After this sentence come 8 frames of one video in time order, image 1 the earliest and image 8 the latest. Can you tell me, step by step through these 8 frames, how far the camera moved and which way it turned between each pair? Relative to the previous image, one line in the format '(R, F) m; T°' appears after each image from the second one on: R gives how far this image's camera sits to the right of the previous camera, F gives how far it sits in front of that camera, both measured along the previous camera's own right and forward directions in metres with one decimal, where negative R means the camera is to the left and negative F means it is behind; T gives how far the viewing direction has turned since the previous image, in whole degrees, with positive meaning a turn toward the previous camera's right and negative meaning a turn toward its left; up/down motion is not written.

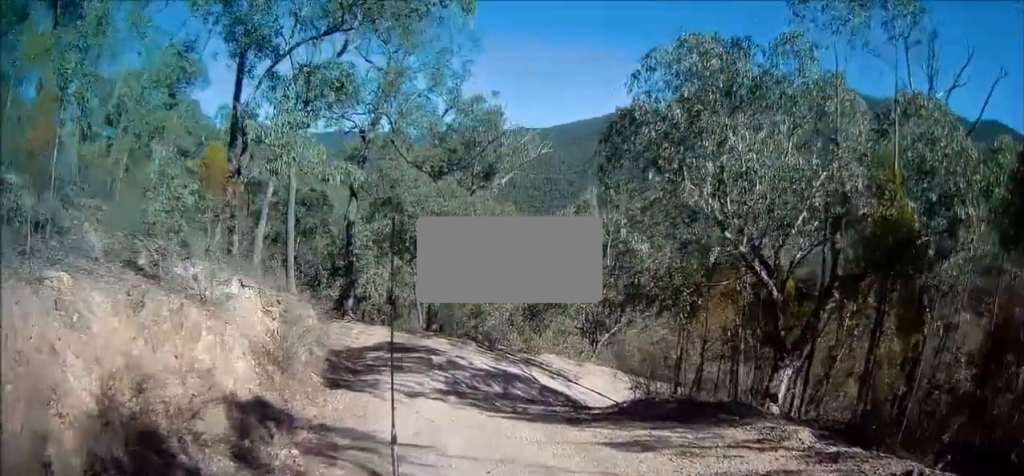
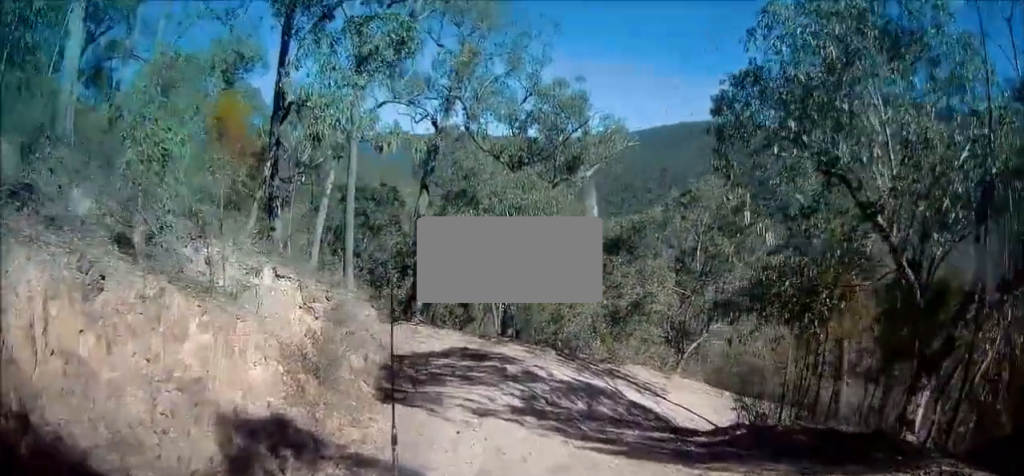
(-0.3, +2.0) m; -6°
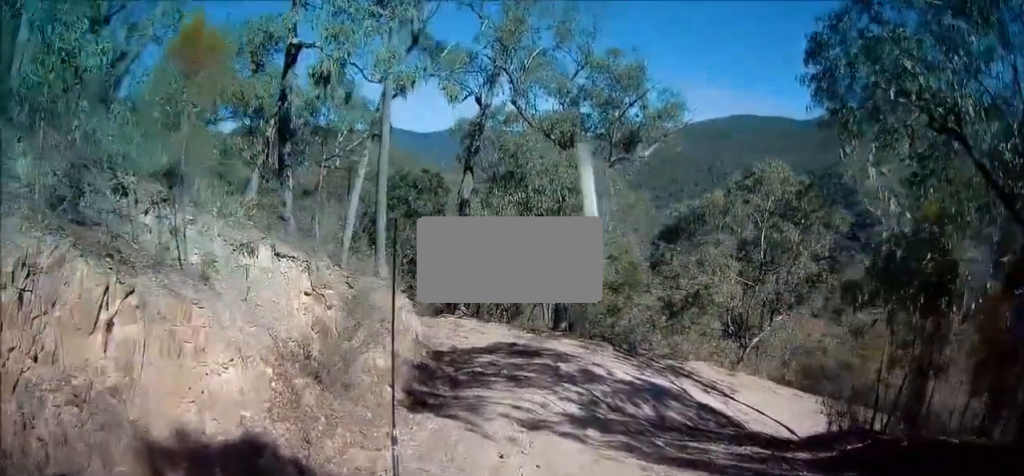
(-0.3, +1.9) m; 0°
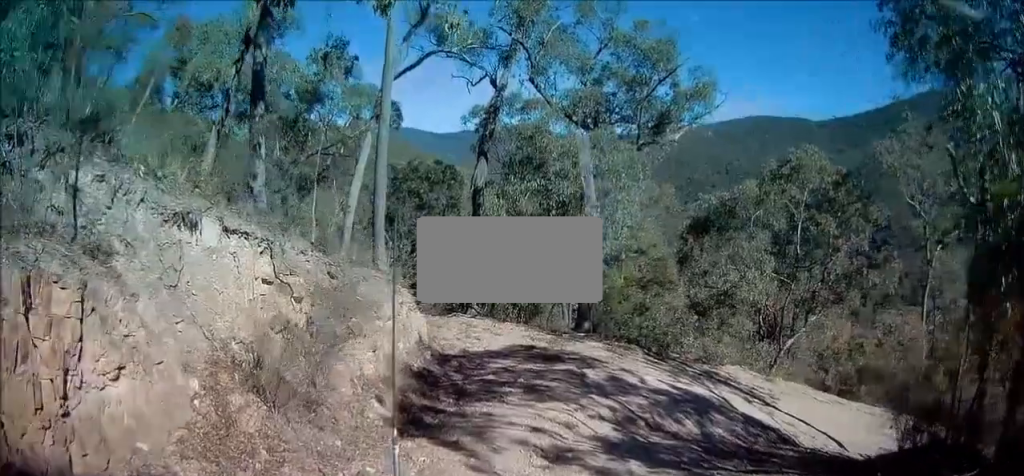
(+0.3, +1.9) m; +8°
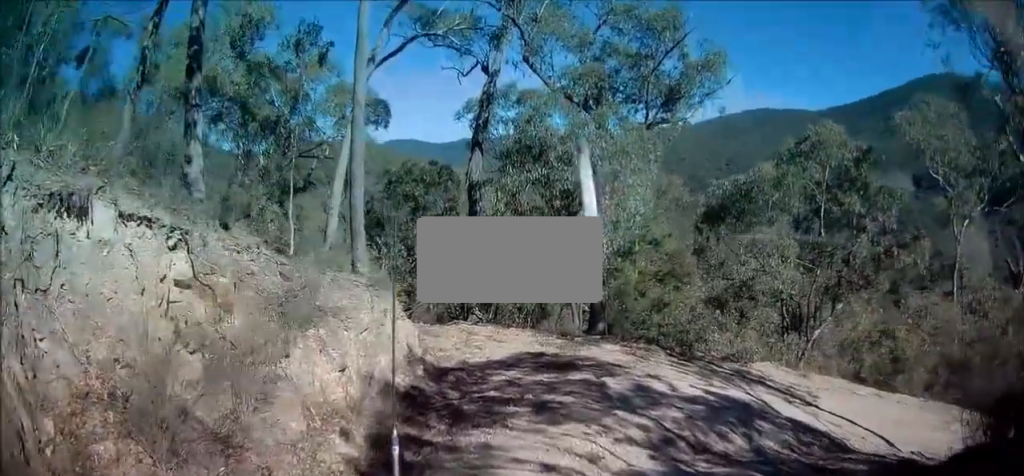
(+0.1, +1.9) m; +4°
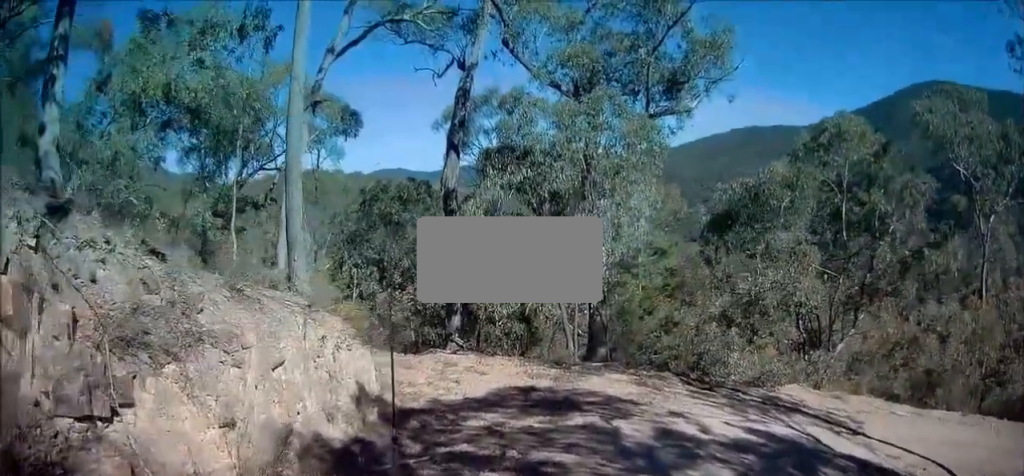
(+0.1, +2.7) m; +2°
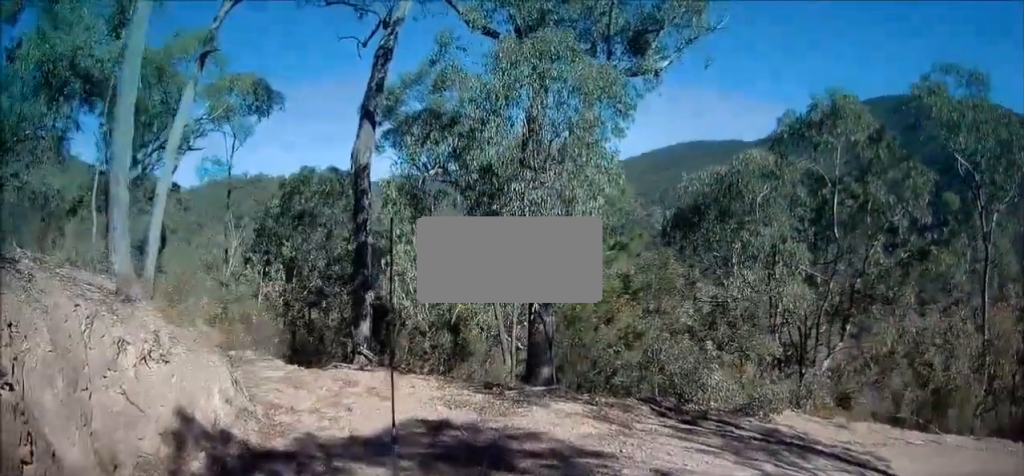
(0.0, +3.3) m; +4°
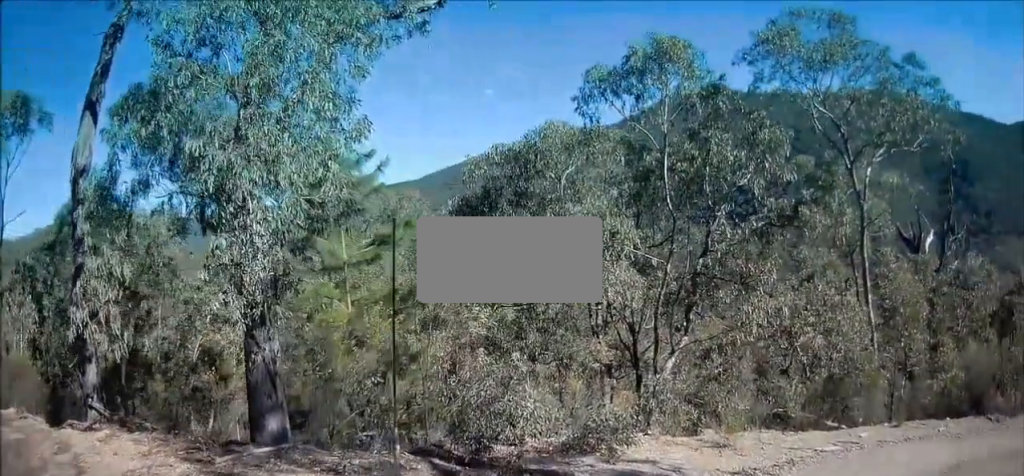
(+0.3, +3.4) m; +20°
